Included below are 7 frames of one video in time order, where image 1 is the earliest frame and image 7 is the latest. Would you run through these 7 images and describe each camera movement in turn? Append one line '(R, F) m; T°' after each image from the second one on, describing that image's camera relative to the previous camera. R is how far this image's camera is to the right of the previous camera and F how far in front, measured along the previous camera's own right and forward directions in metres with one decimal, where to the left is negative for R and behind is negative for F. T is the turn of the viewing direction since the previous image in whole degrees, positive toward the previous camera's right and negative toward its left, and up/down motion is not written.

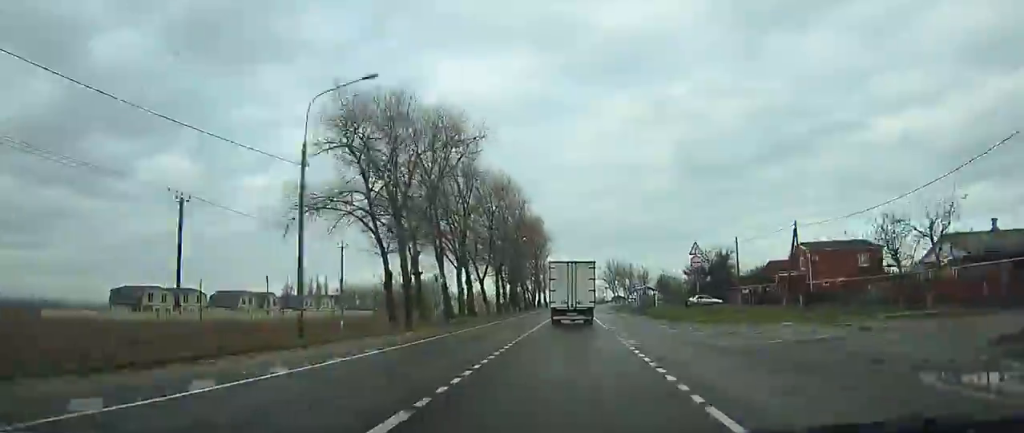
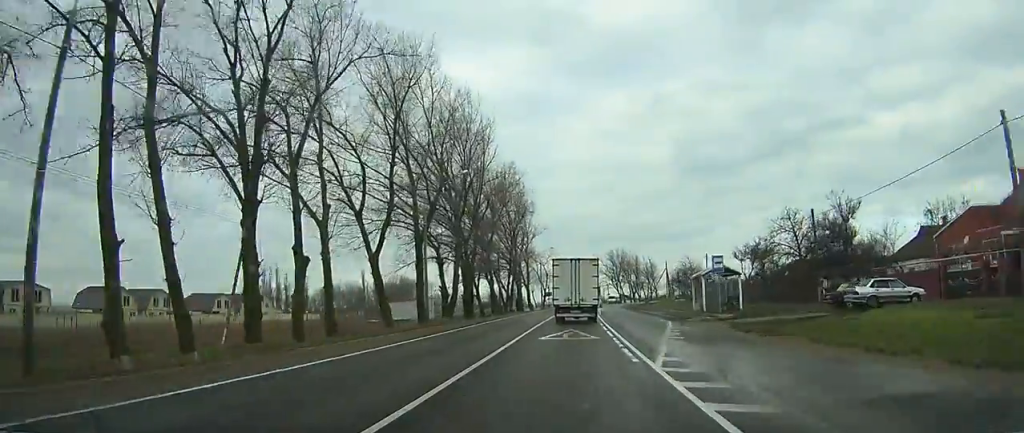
(+0.2, +43.8) m; +1°
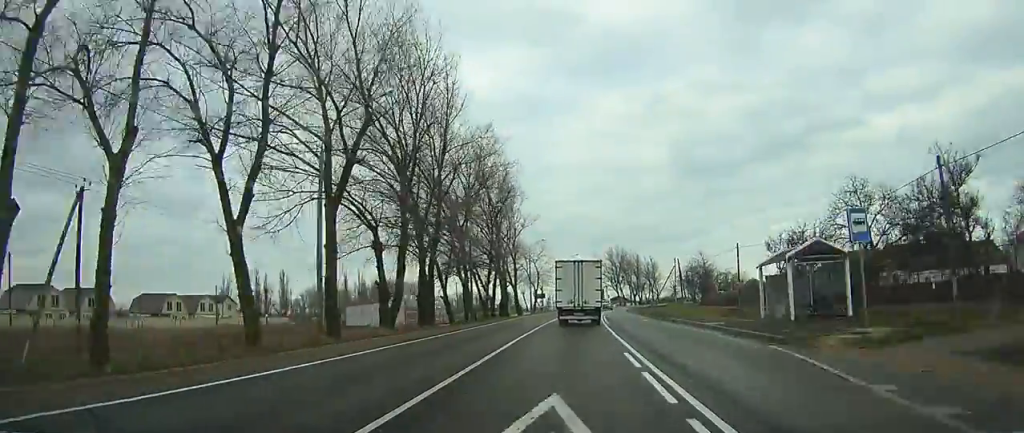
(0.0, +16.7) m; +1°
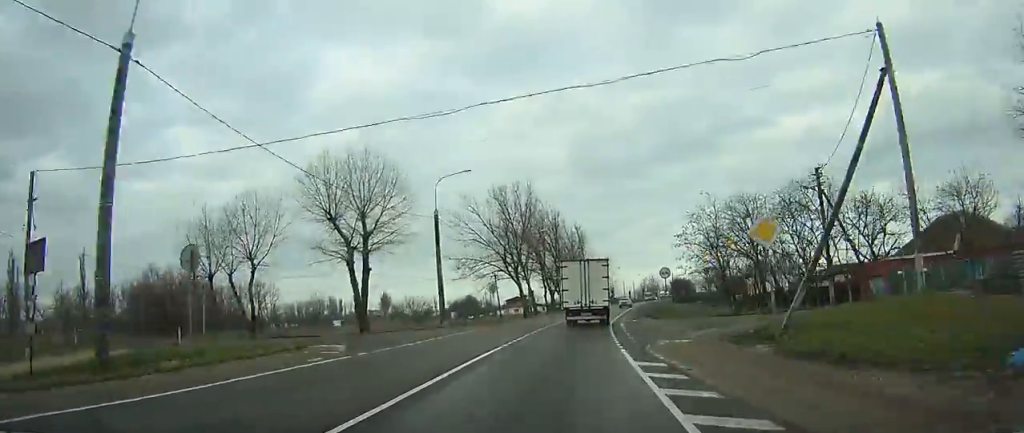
(+6.5, +103.5) m; +10°
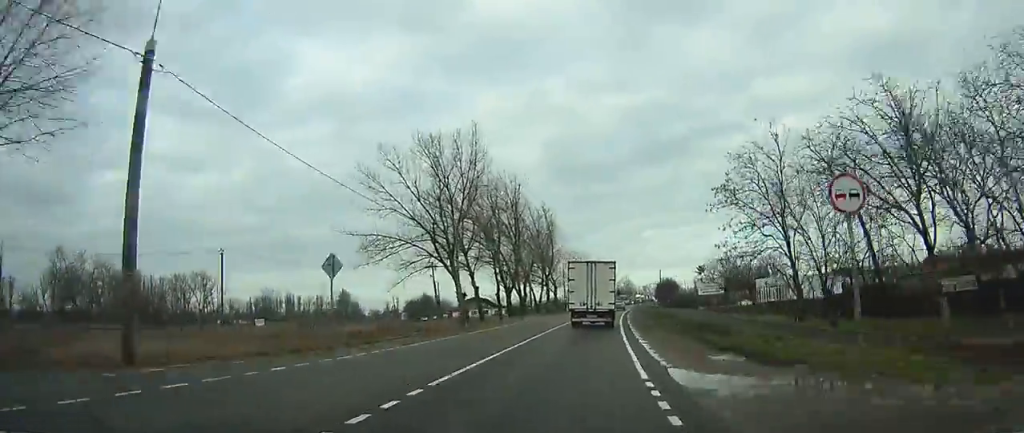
(+1.8, +27.5) m; +4°
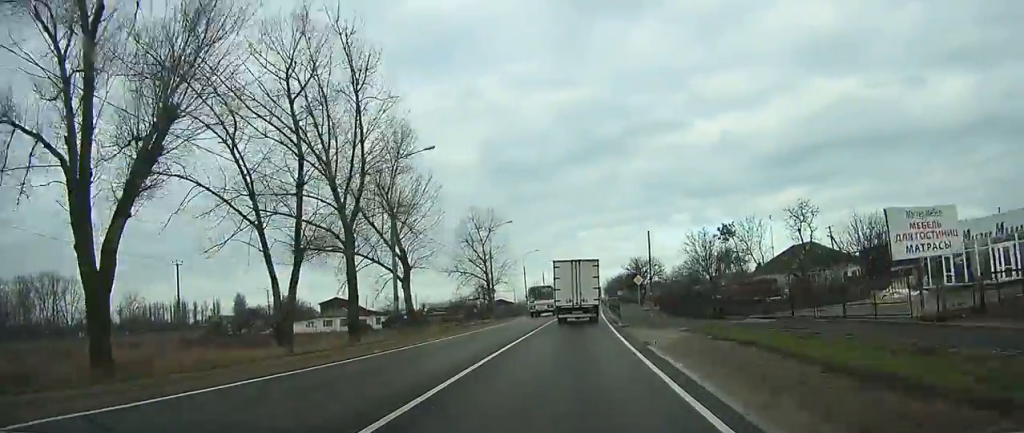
(+3.5, +70.9) m; +4°
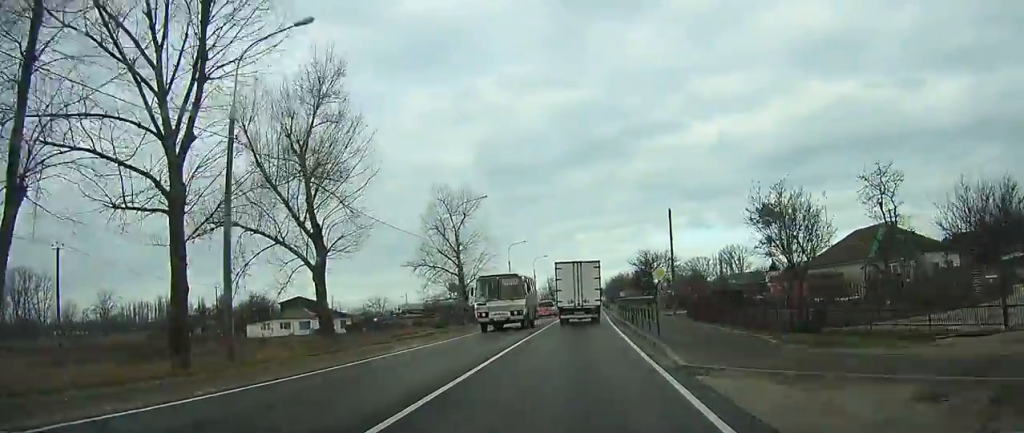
(+0.1, +16.2) m; +1°
